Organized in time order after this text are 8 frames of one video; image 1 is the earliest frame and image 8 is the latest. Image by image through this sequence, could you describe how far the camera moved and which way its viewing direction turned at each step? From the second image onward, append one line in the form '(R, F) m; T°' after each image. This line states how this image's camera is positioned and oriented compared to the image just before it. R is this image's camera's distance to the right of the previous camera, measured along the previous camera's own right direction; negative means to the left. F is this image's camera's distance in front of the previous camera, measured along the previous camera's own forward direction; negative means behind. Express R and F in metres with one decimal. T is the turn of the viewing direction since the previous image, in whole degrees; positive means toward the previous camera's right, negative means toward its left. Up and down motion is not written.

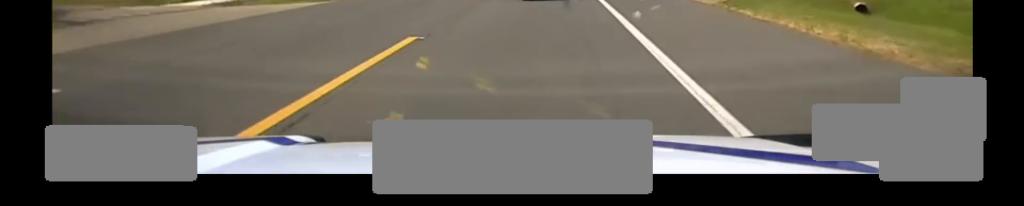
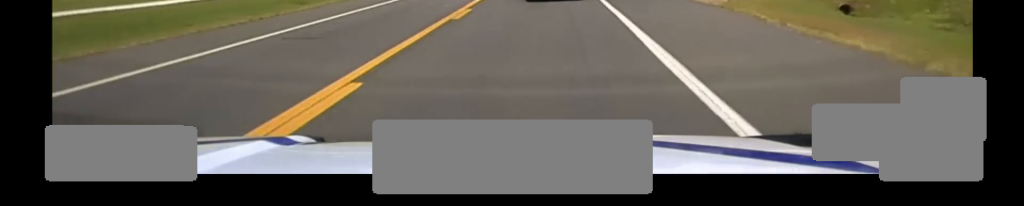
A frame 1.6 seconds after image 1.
(0.0, +30.5) m; 0°
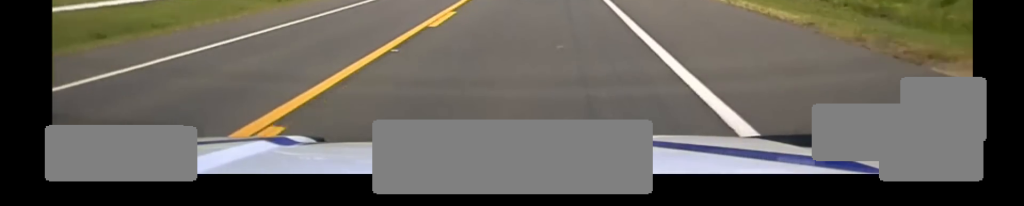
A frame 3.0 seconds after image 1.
(+0.1, +27.4) m; +1°
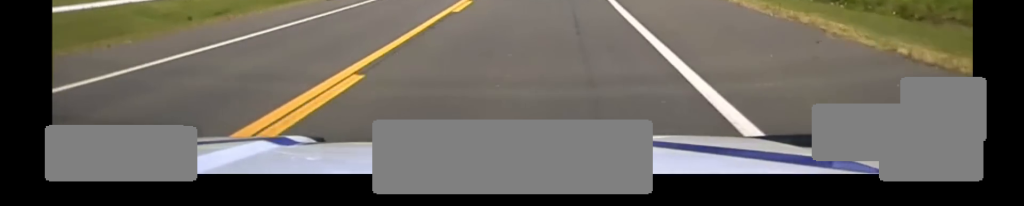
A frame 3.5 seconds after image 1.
(+0.2, +9.4) m; 0°
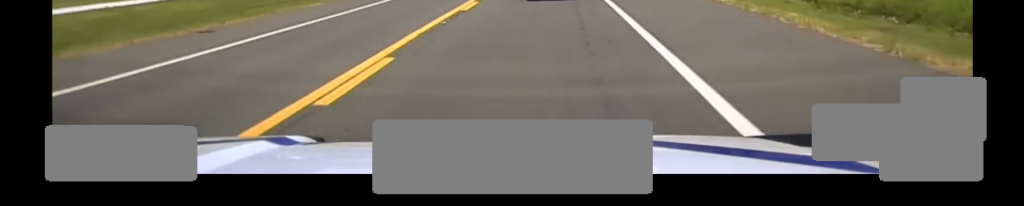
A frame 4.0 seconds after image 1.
(+0.2, +11.5) m; 0°
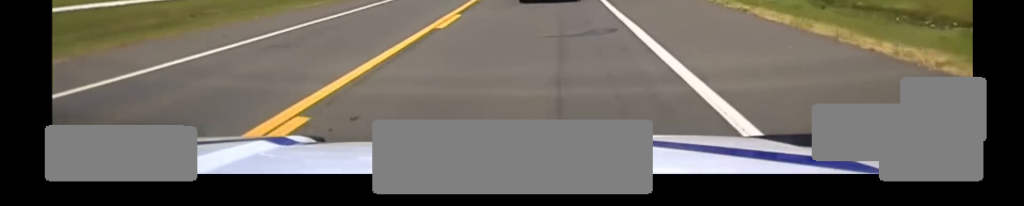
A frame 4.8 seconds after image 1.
(-0.3, +15.7) m; -1°
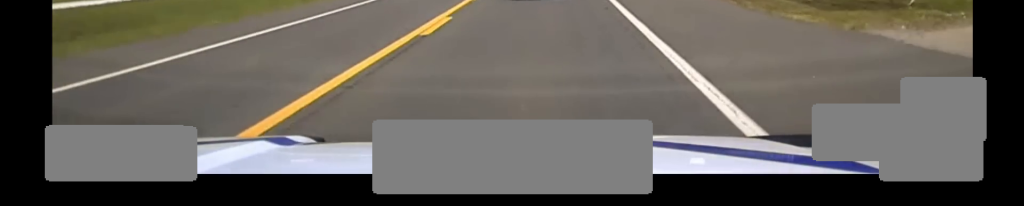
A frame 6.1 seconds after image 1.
(-0.1, +26.5) m; 0°
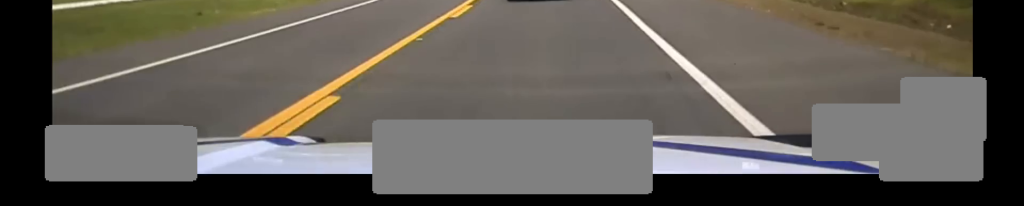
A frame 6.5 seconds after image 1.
(0.0, +8.7) m; +1°
